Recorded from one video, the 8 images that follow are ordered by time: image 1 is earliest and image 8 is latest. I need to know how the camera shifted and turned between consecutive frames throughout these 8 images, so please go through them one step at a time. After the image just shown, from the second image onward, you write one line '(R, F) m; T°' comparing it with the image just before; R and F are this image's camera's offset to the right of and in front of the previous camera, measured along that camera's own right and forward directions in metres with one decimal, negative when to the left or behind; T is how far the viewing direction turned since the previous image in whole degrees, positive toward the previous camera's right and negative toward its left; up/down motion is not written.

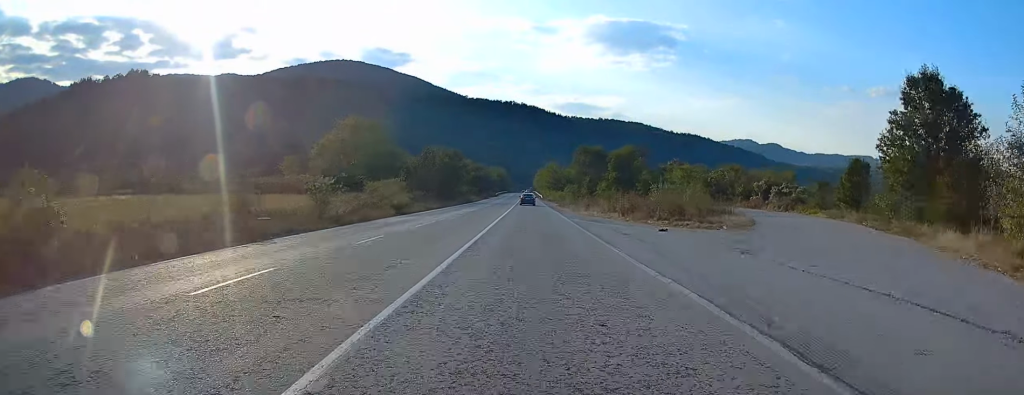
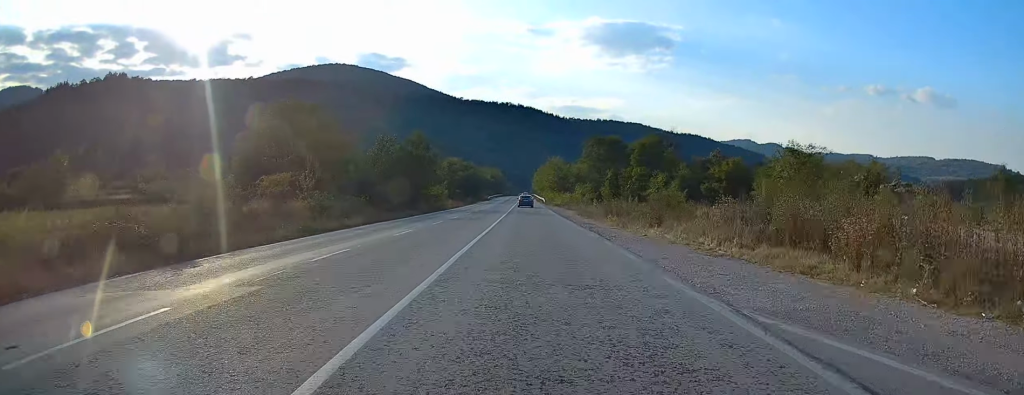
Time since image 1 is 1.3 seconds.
(+0.4, +30.7) m; +1°
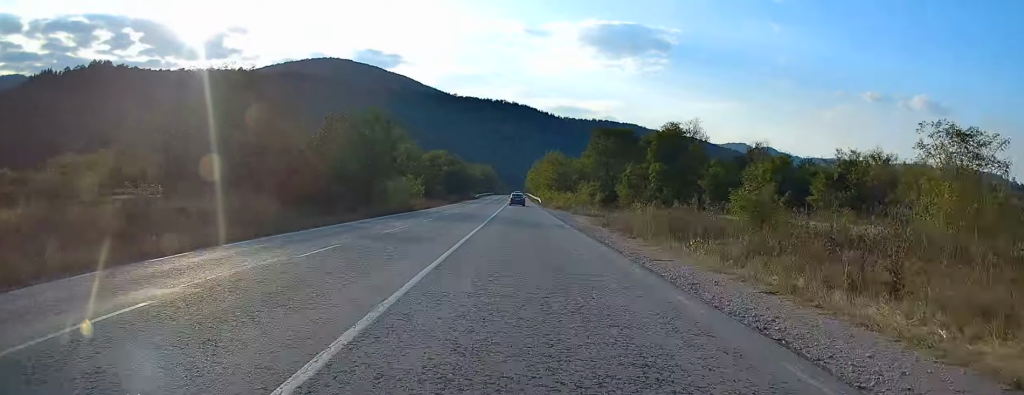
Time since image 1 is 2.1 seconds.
(0.0, +18.1) m; -1°
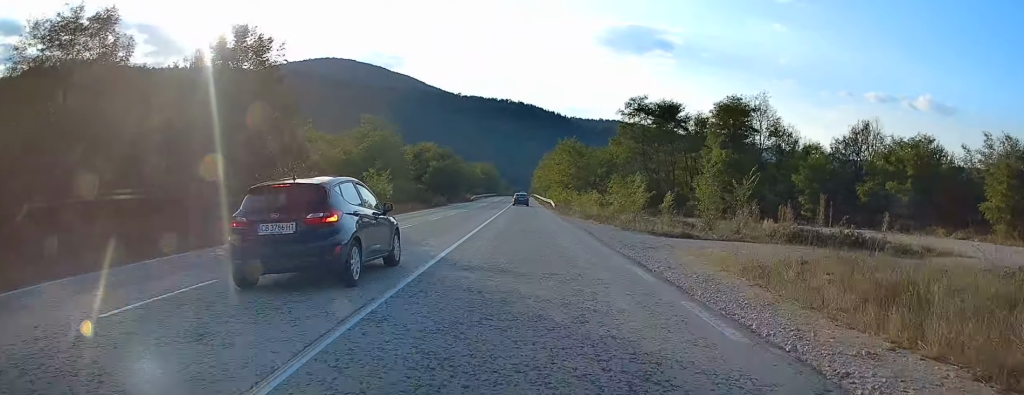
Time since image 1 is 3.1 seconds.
(-0.4, +25.1) m; 0°
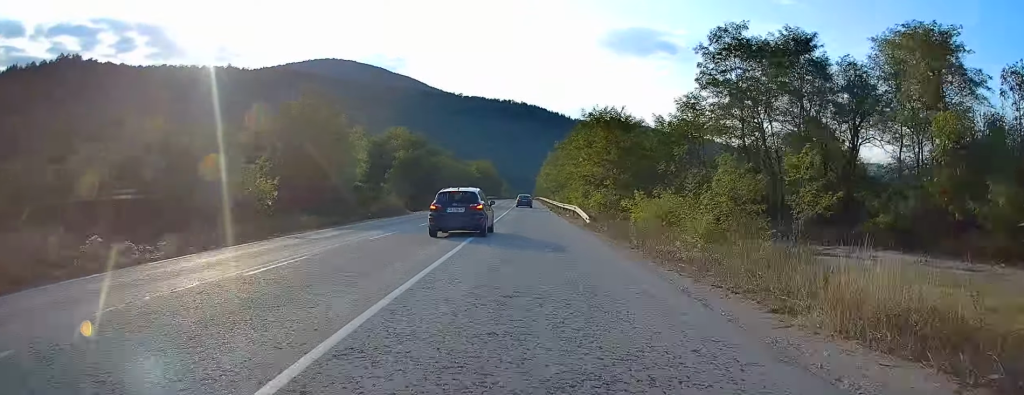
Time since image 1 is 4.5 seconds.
(+0.5, +31.6) m; +1°
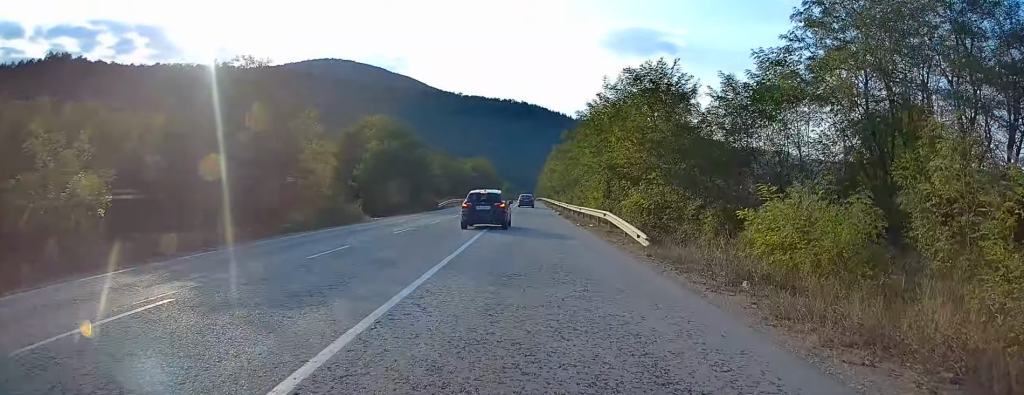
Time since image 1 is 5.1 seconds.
(0.0, +15.0) m; -1°
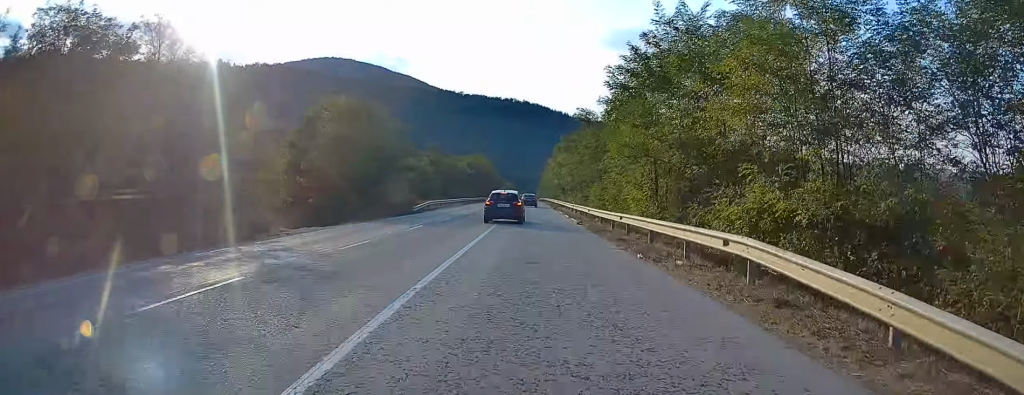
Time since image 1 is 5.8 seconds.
(-0.2, +15.7) m; -1°
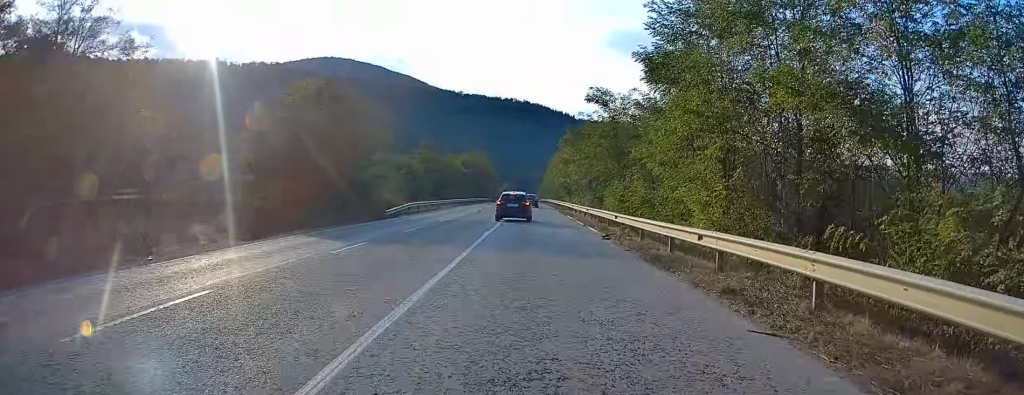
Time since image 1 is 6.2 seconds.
(-0.1, +10.2) m; 0°
